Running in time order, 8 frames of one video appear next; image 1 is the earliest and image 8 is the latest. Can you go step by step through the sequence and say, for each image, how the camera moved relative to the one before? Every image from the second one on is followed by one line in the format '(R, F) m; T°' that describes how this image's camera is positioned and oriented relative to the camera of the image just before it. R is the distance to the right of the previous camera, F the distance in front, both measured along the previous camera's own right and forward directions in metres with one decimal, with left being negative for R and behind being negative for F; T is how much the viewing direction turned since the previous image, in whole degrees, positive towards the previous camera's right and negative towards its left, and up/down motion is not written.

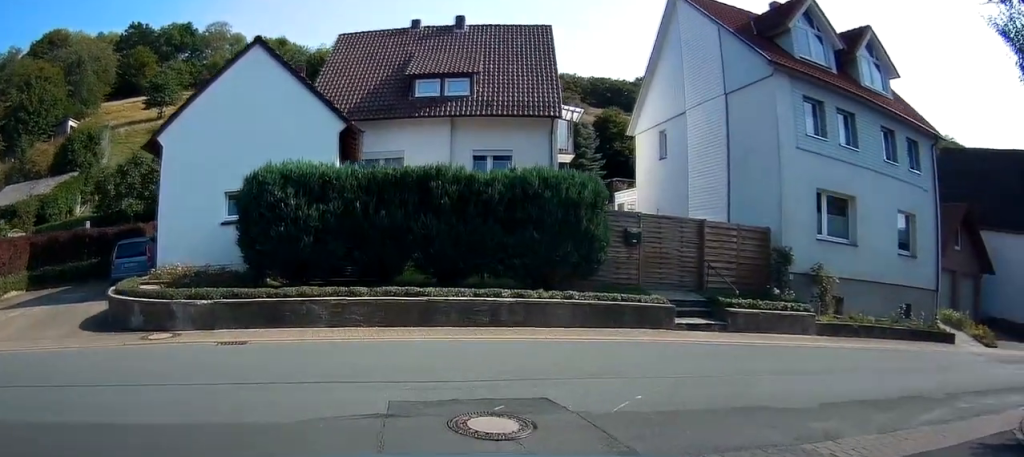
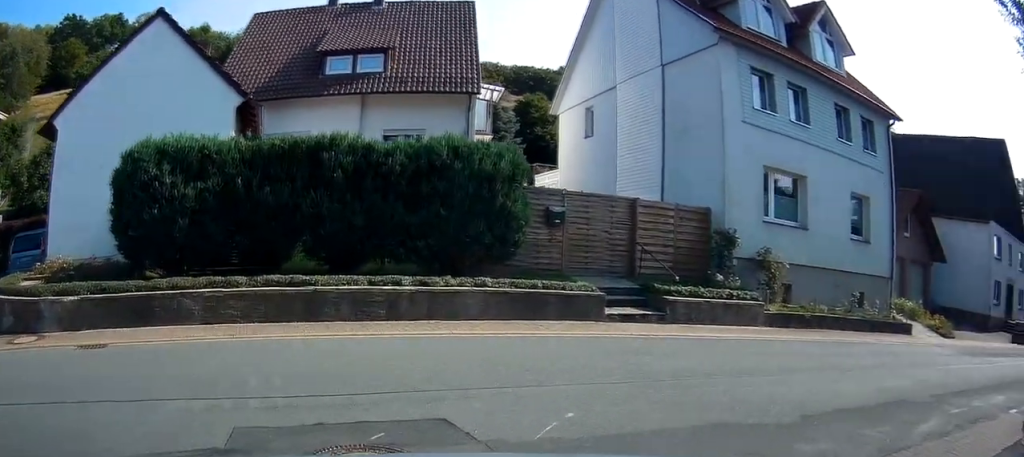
(+0.3, +2.2) m; +14°
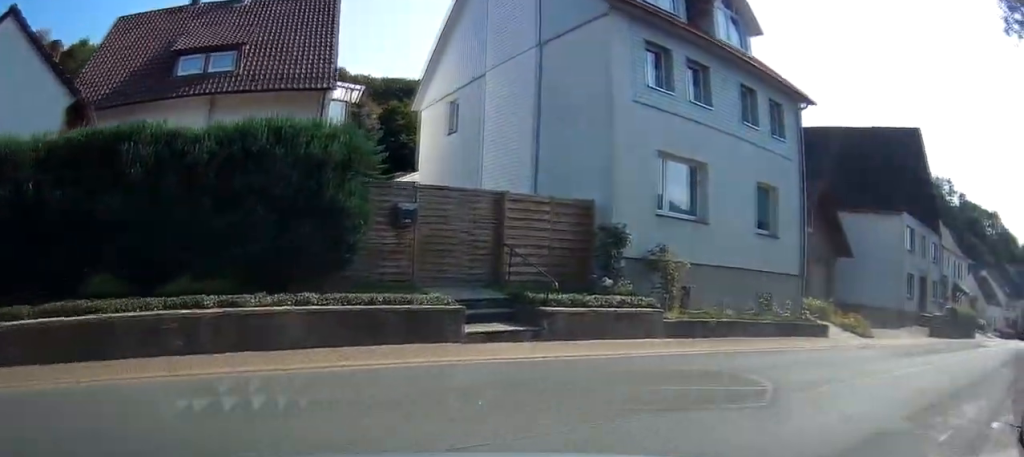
(+0.3, +2.5) m; +15°
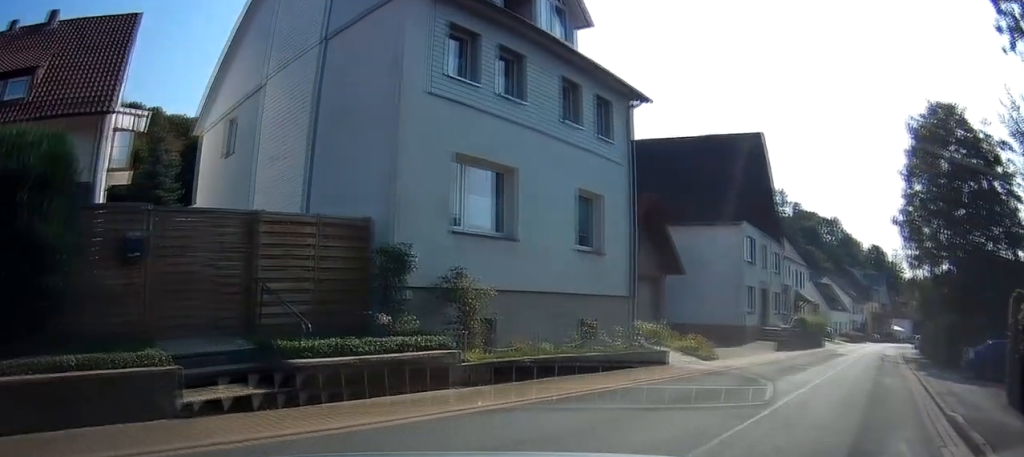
(+0.3, +2.3) m; +14°
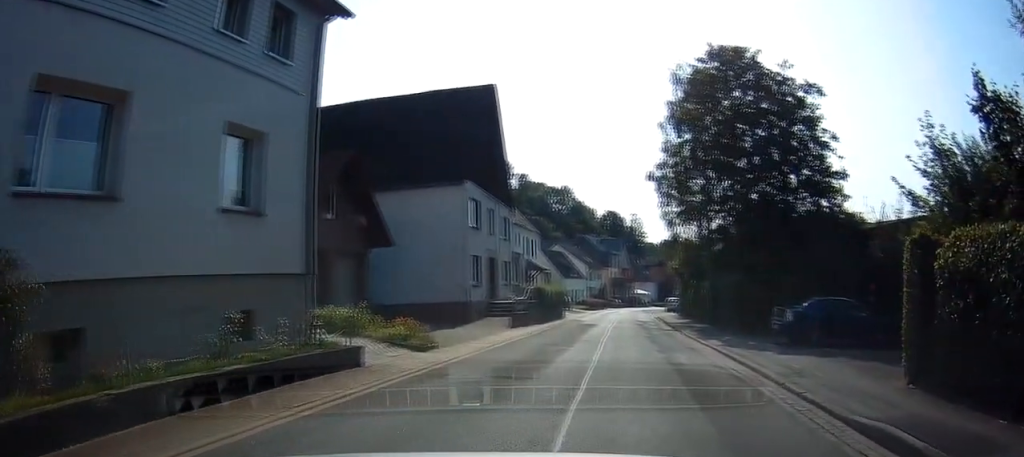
(+0.7, +3.8) m; +19°
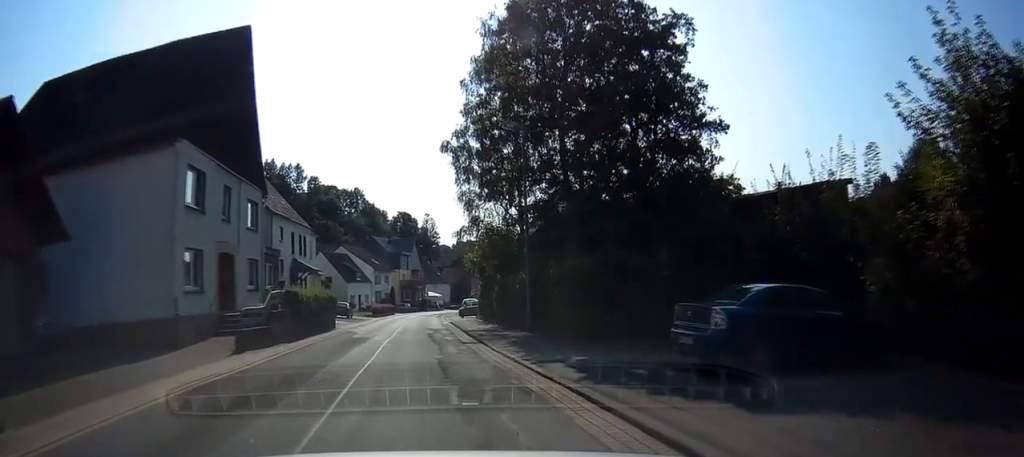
(+1.5, +8.4) m; +15°
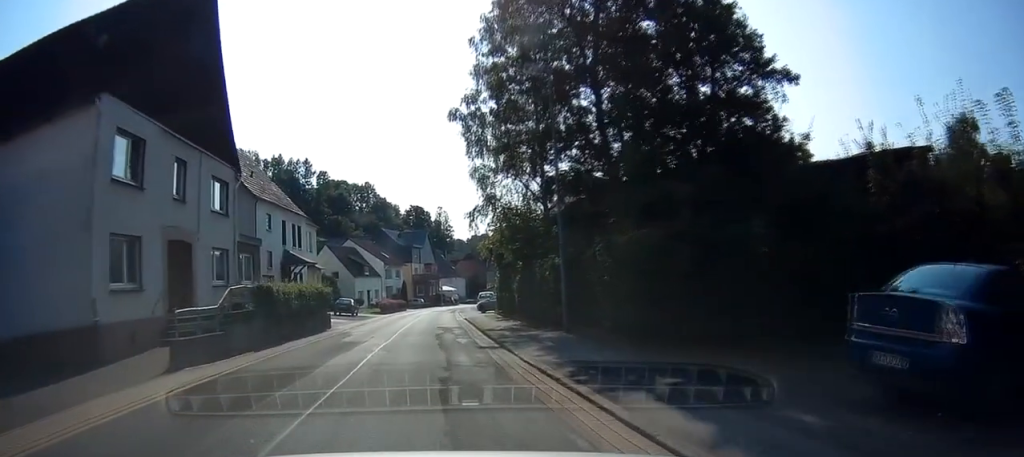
(+0.1, +5.1) m; +1°
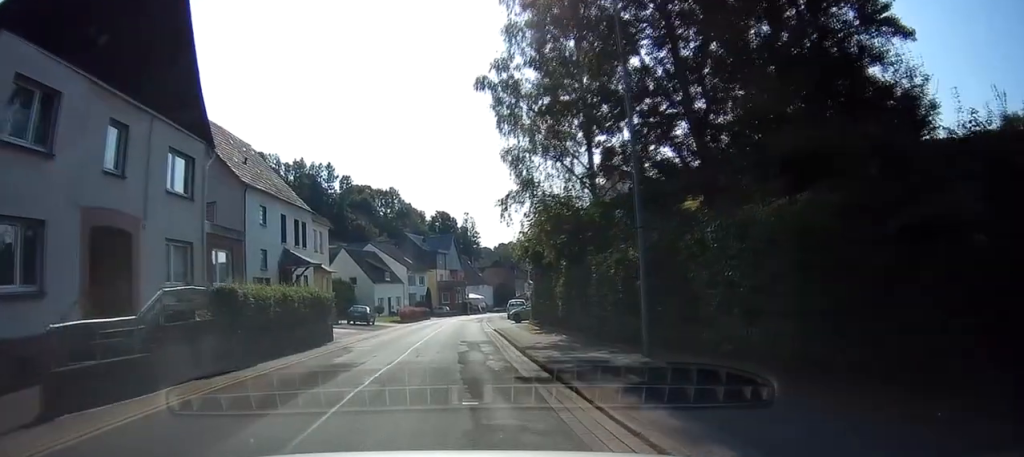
(0.0, +5.5) m; 0°
